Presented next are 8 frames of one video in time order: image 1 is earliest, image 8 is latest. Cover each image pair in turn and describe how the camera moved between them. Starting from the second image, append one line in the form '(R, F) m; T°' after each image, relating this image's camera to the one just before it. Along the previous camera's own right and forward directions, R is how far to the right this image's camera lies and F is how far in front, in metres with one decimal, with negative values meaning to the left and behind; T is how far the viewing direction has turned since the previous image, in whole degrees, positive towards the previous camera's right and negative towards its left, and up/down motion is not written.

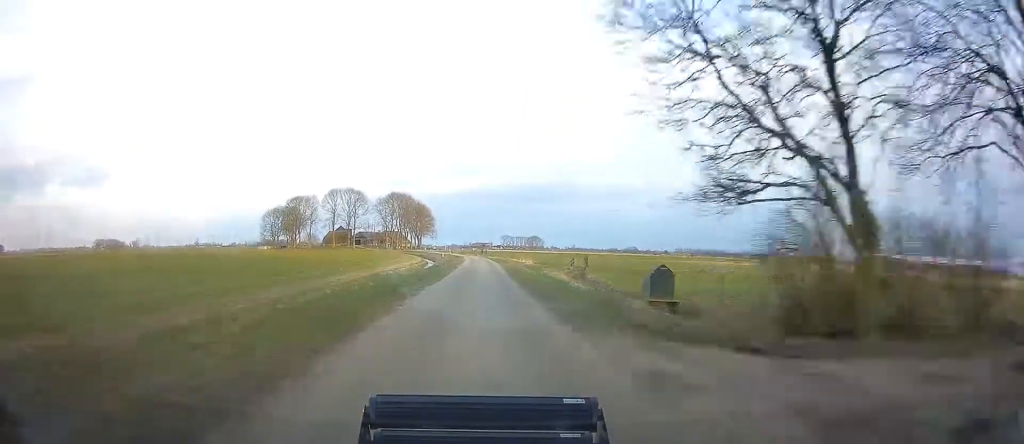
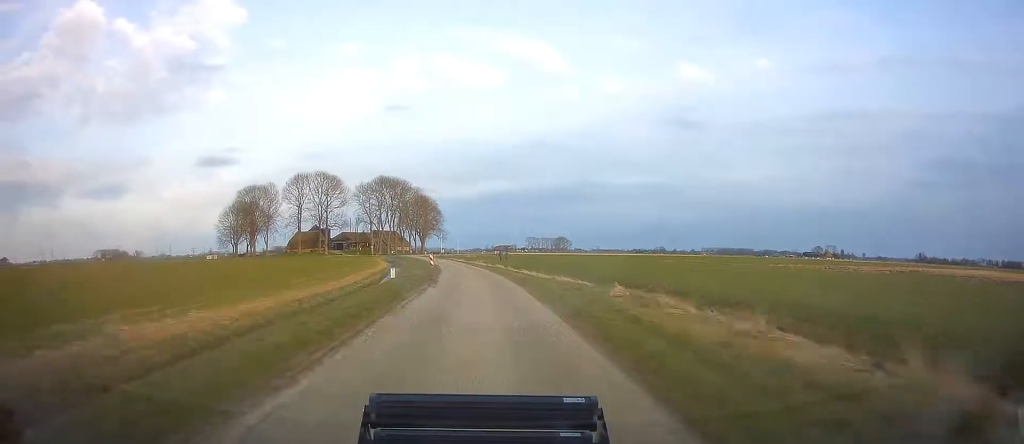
(+0.2, +64.1) m; -1°
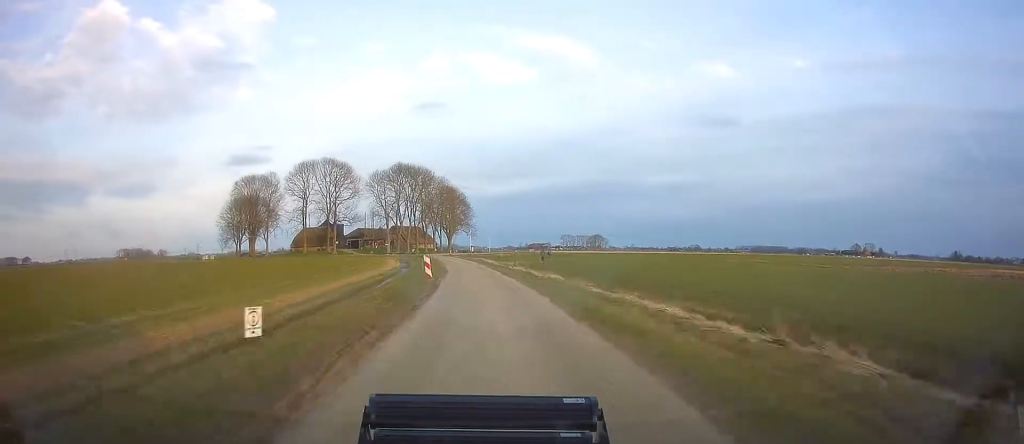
(-0.2, +23.7) m; -2°
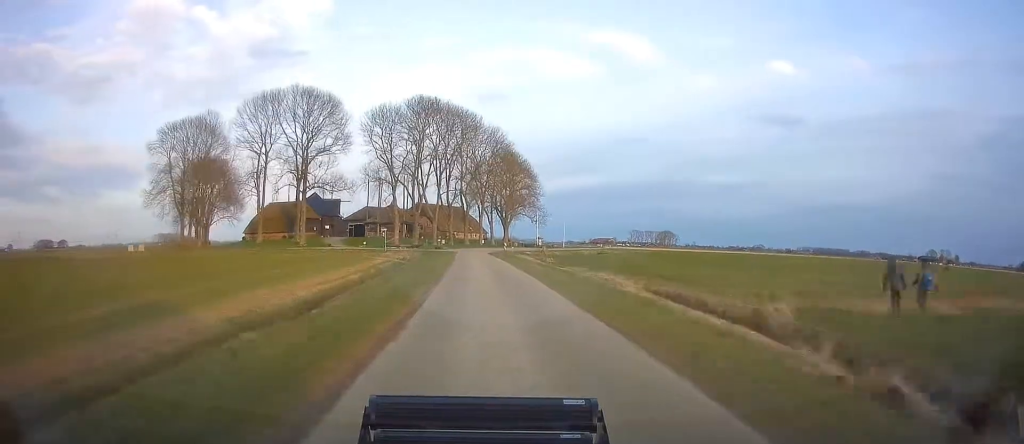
(-3.5, +59.2) m; -6°
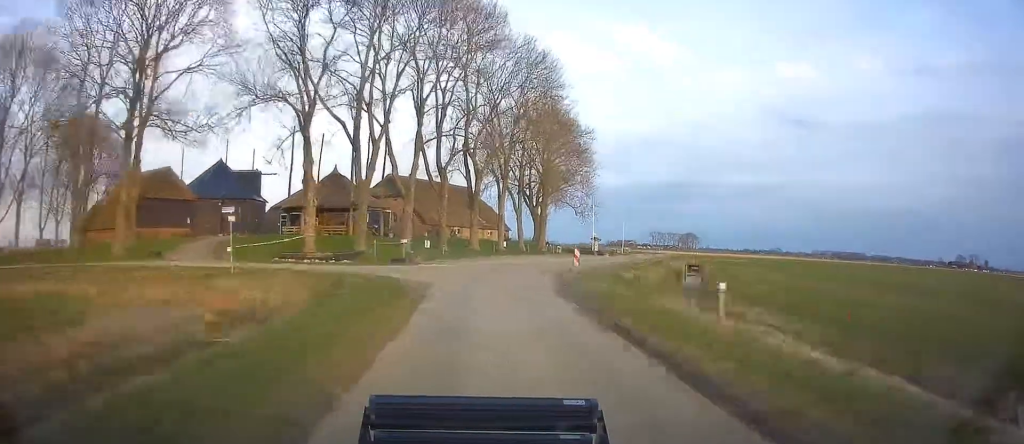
(-1.3, +47.9) m; 0°
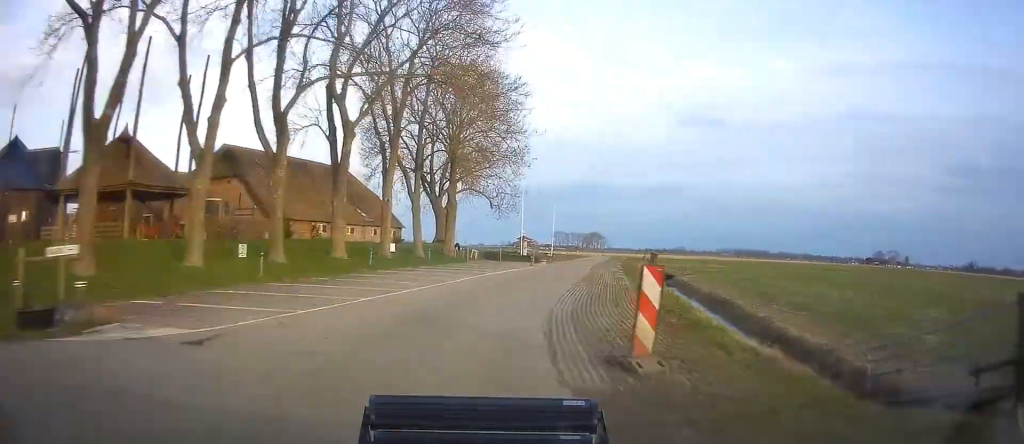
(+0.6, +21.2) m; +7°
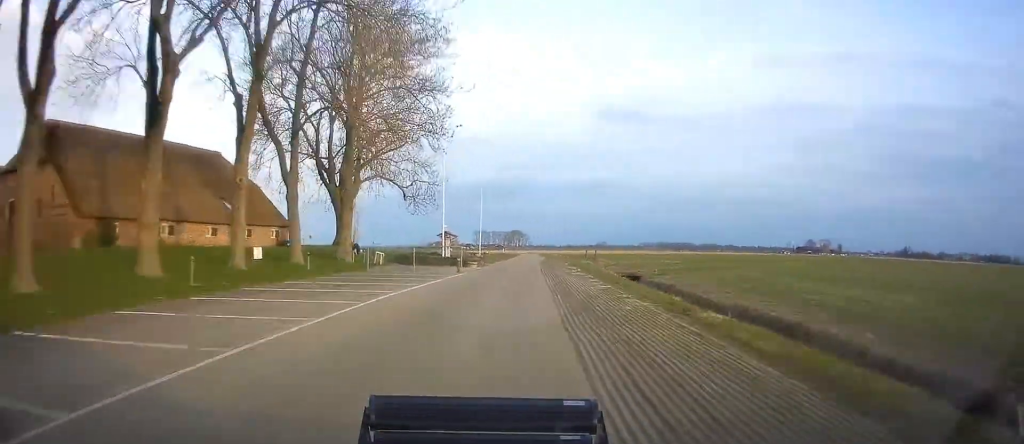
(+1.0, +12.7) m; +5°
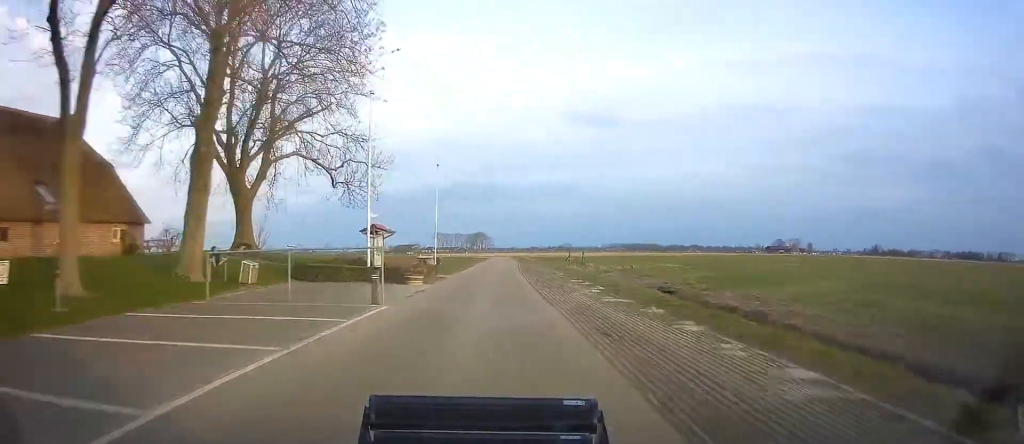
(+0.8, +13.5) m; +5°
